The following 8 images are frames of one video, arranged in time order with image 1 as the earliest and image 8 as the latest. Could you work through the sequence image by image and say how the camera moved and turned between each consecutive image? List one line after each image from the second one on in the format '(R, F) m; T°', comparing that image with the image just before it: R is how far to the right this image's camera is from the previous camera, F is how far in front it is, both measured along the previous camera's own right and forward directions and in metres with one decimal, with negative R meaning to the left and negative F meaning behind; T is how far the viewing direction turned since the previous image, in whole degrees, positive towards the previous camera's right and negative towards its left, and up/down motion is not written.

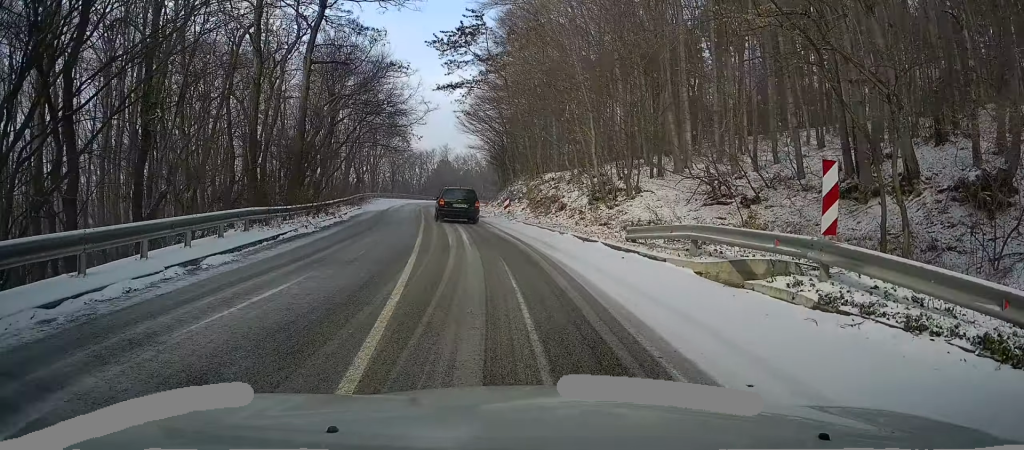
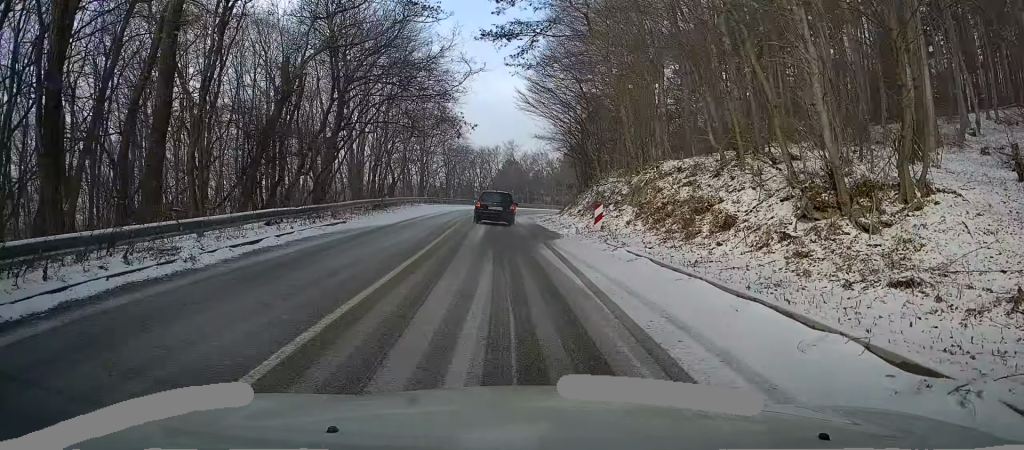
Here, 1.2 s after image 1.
(-0.7, +16.4) m; -5°
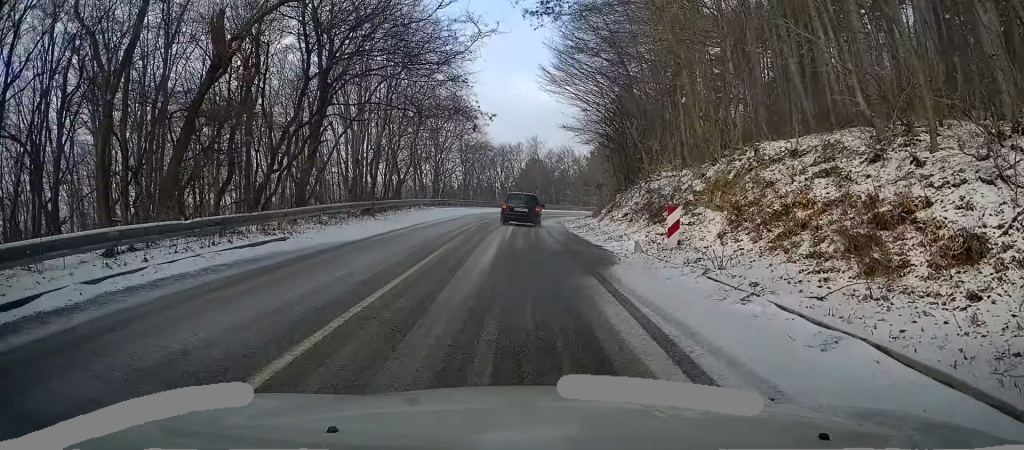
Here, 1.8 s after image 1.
(-0.1, +7.7) m; -2°
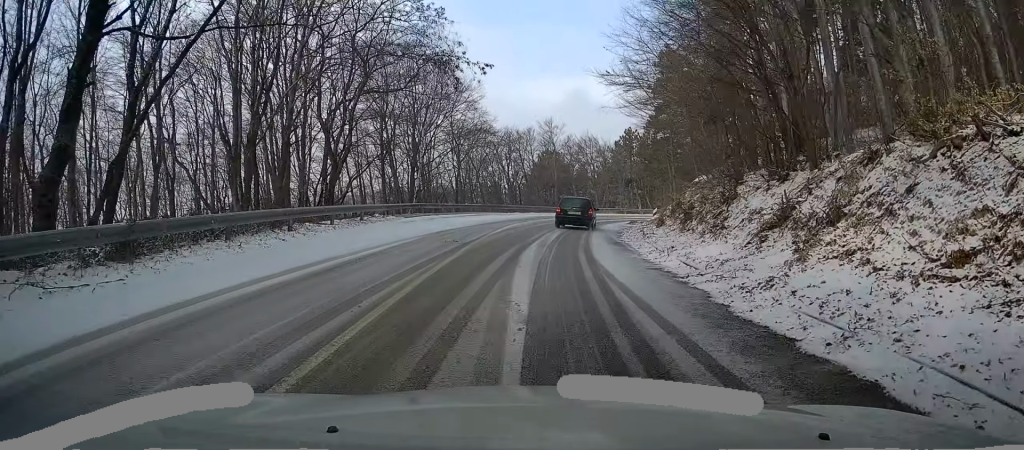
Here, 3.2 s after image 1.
(-0.6, +19.5) m; -3°
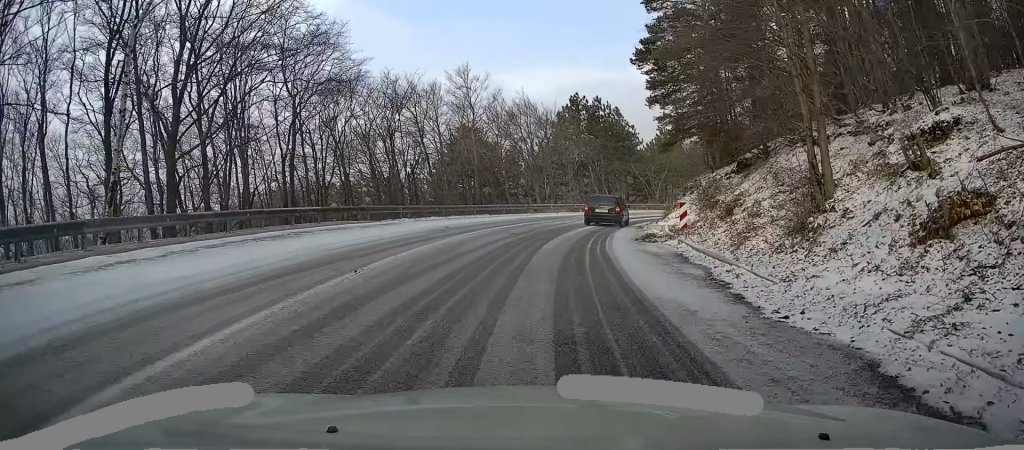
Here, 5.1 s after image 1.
(-1.0, +25.1) m; -2°
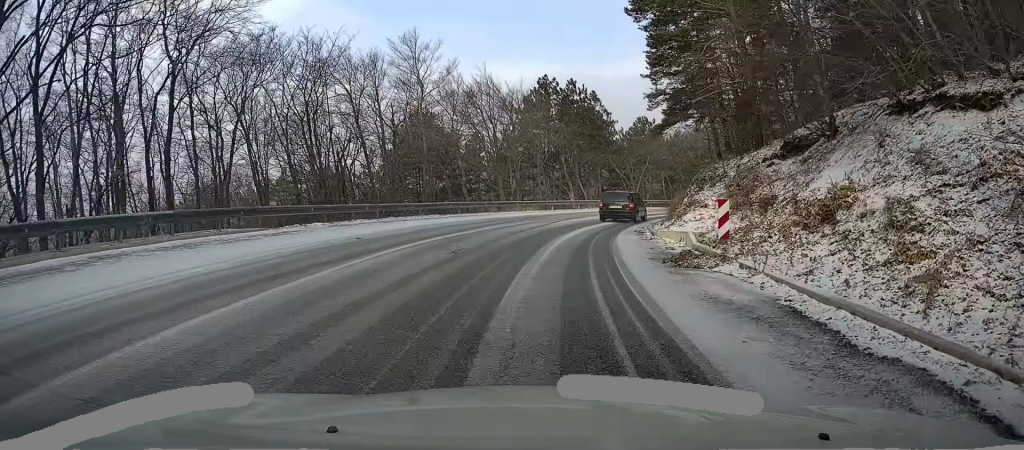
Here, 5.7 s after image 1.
(-0.1, +7.9) m; +2°
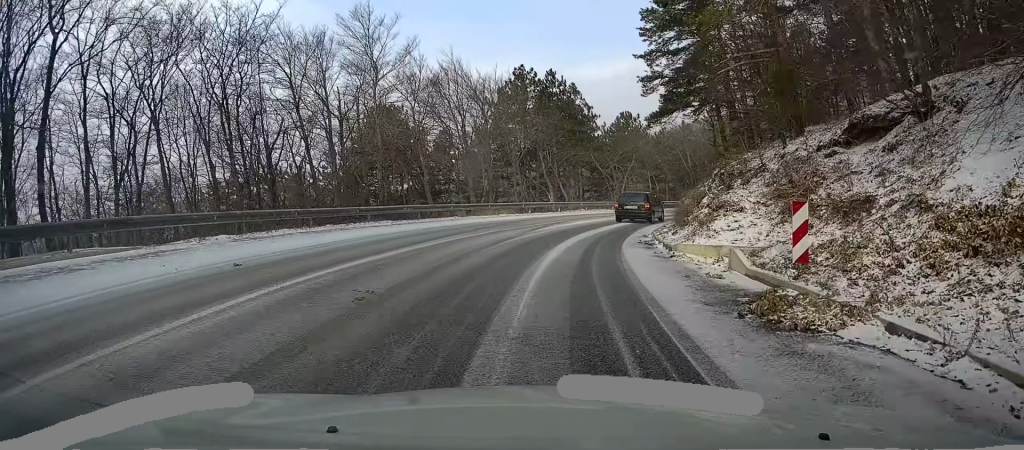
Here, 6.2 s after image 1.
(+0.1, +5.3) m; +3°
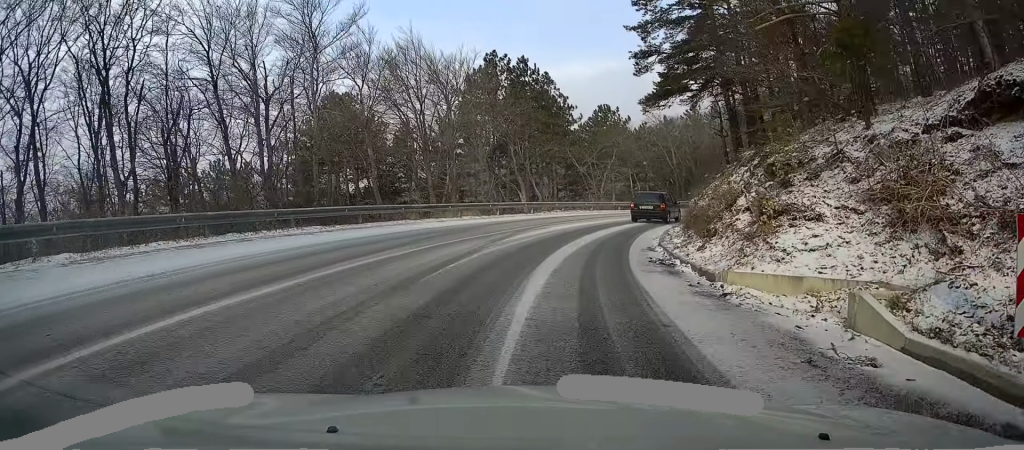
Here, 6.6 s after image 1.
(-0.1, +5.3) m; +3°
